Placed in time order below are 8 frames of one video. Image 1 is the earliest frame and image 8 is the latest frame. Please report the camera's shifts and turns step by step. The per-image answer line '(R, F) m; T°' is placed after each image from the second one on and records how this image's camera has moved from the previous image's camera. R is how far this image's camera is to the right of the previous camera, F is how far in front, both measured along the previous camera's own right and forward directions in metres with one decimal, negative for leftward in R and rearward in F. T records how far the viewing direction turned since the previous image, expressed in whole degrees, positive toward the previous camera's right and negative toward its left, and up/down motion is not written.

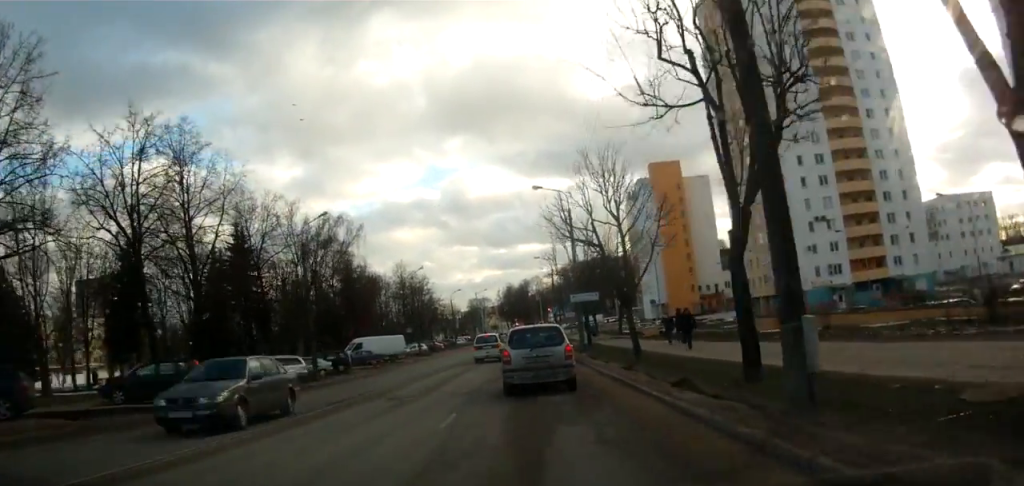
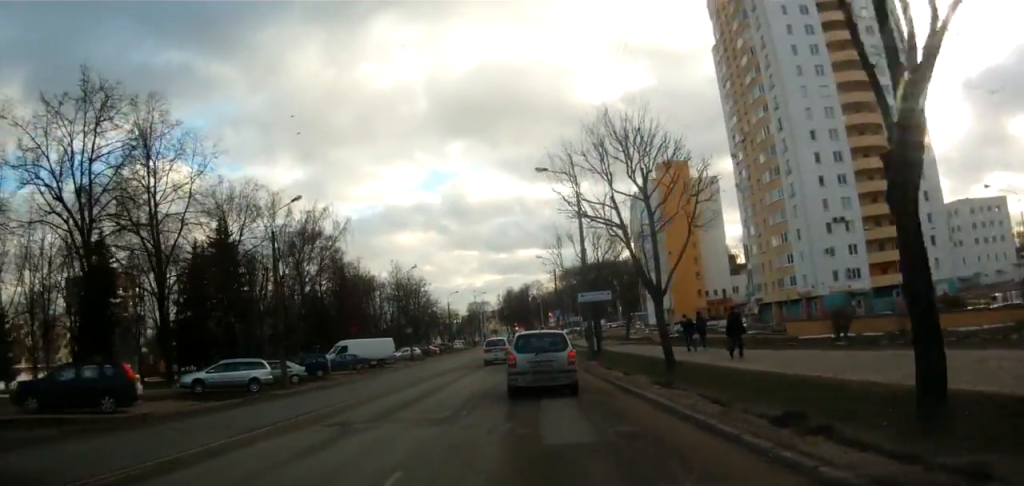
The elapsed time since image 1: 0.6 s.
(0.0, +4.7) m; 0°
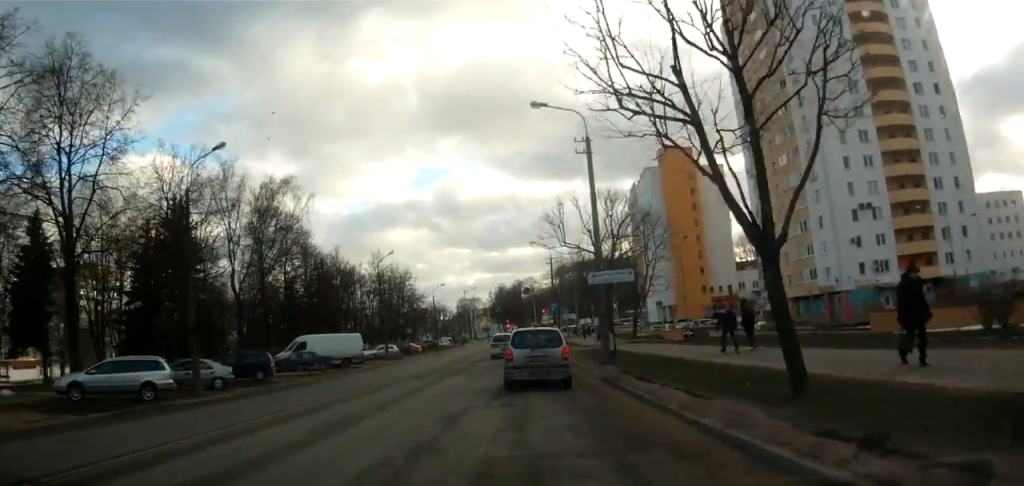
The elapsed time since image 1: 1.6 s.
(0.0, +8.1) m; -1°
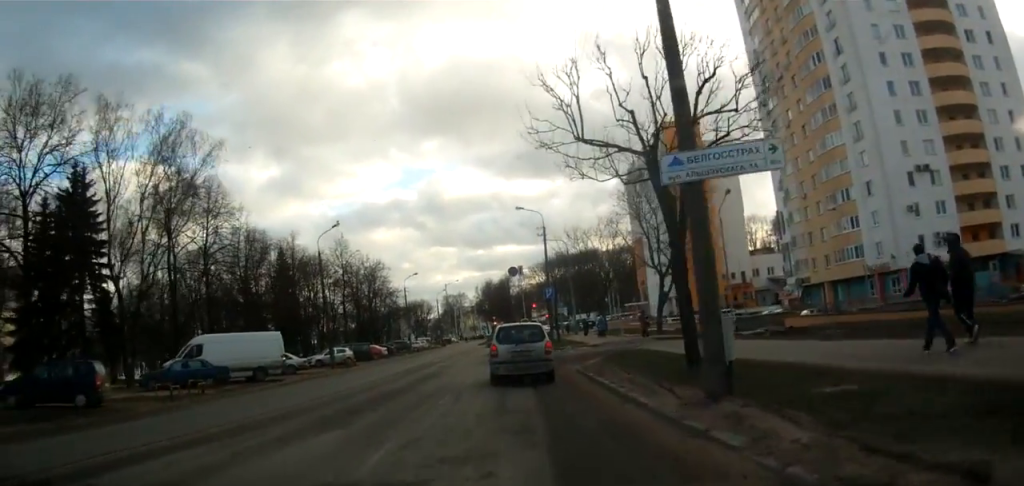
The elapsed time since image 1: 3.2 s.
(-0.2, +13.4) m; +2°
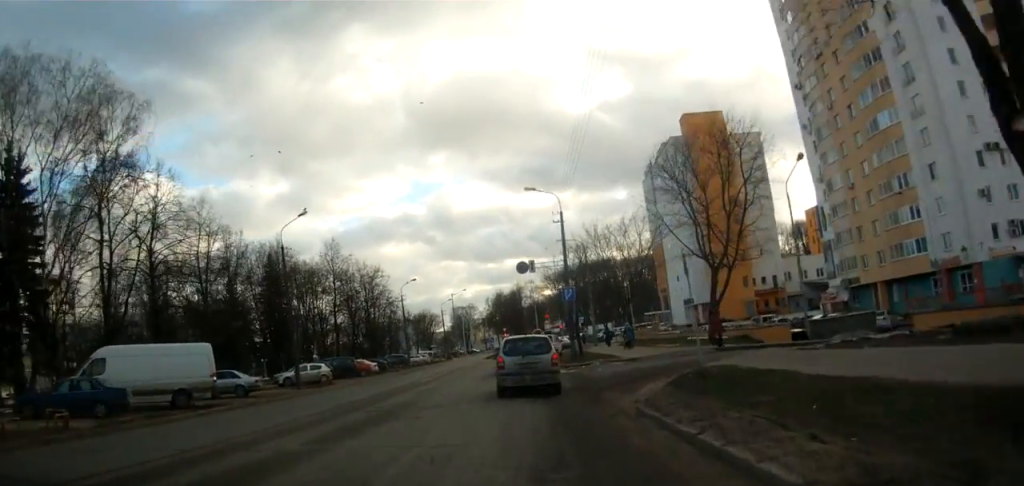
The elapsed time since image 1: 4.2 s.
(+0.5, +8.9) m; +3°
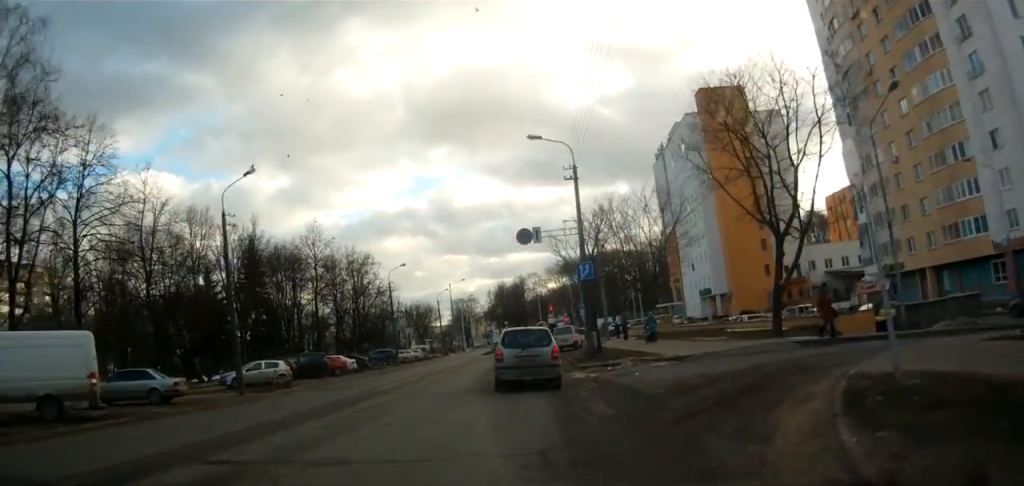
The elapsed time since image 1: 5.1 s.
(0.0, +7.6) m; -2°
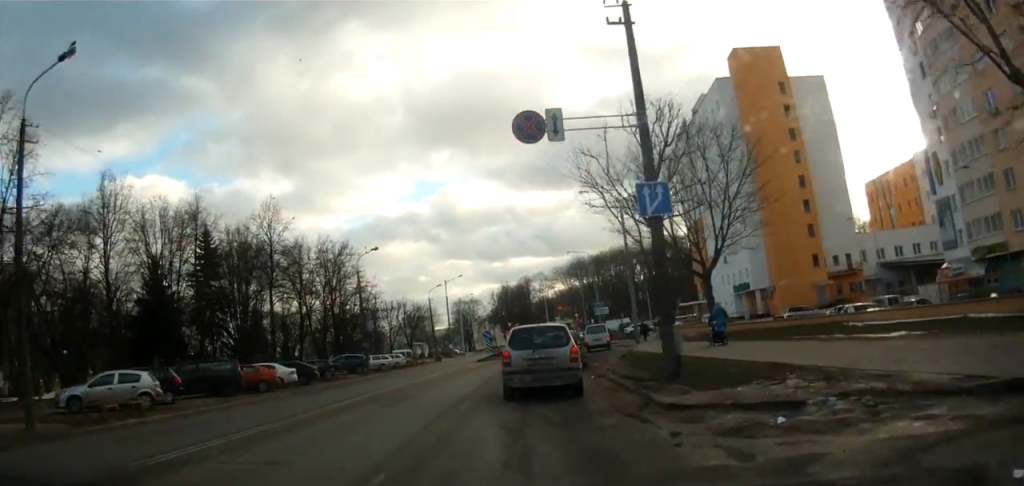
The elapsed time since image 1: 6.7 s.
(-0.4, +13.5) m; -2°
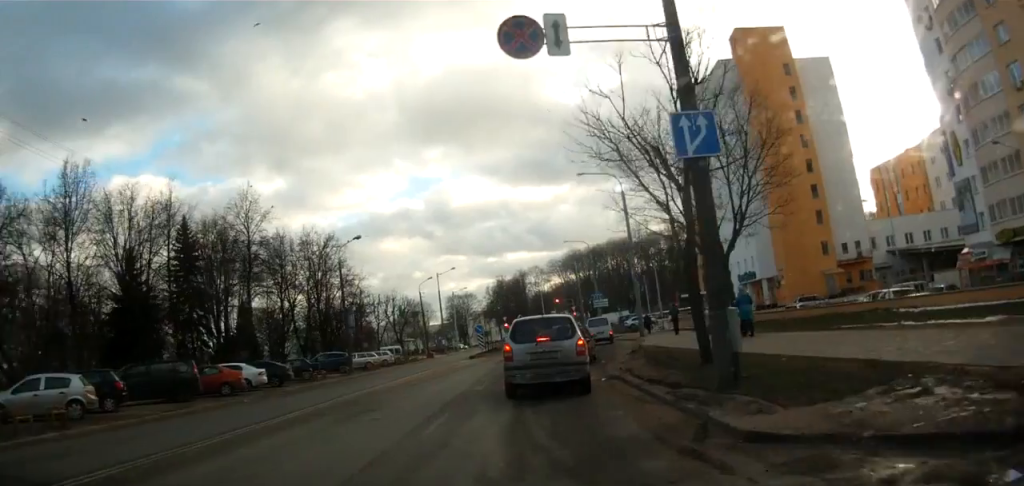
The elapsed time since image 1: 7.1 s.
(0.0, +3.7) m; 0°
